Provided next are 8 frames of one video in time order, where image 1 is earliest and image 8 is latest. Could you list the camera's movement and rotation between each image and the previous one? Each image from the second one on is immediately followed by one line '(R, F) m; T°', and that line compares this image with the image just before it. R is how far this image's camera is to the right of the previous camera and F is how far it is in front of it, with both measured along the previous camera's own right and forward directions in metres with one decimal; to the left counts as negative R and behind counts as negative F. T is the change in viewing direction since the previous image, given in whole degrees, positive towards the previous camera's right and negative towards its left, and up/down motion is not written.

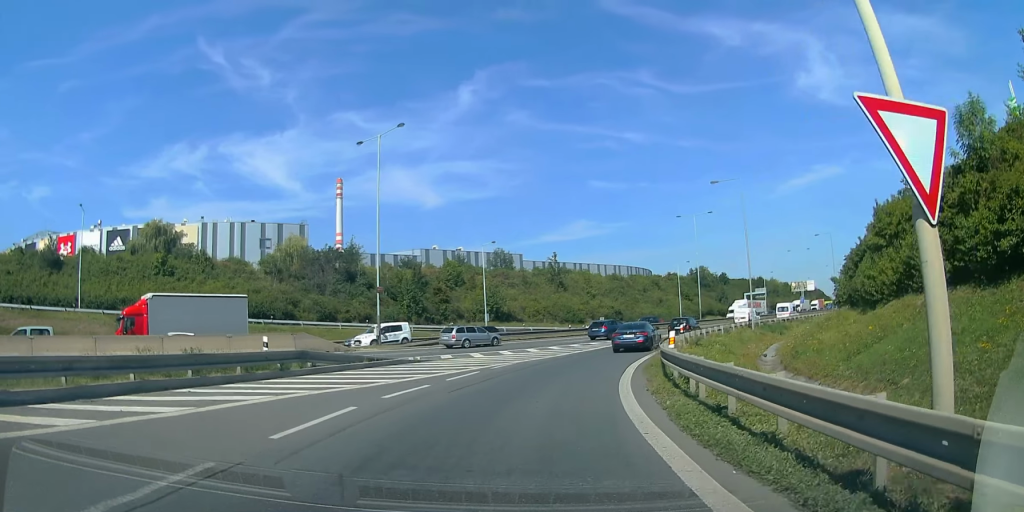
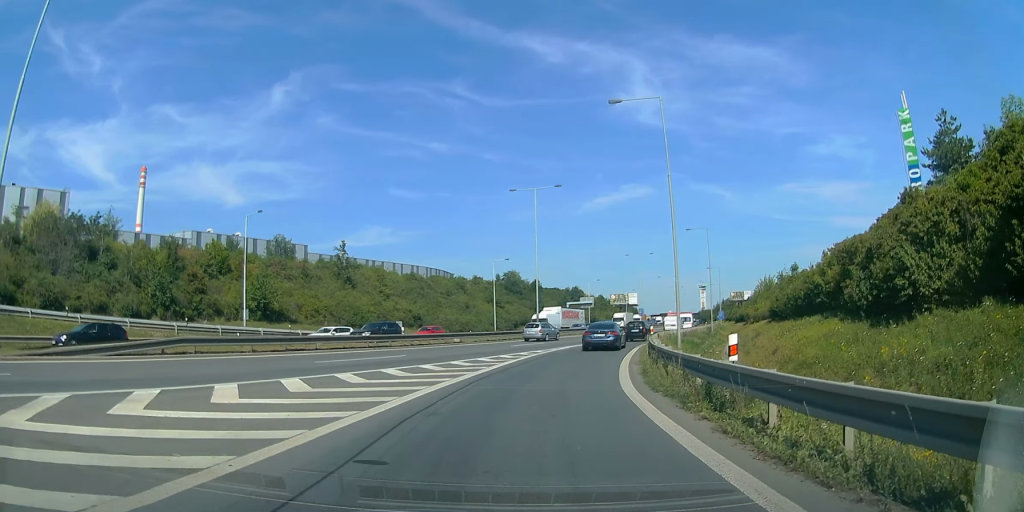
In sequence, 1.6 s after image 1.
(+3.8, +21.4) m; +19°
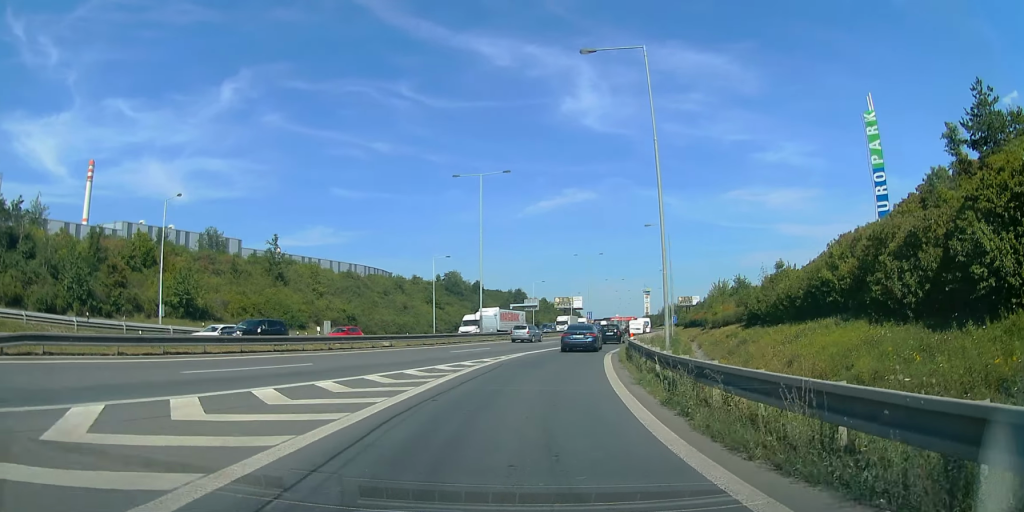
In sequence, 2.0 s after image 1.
(-0.3, +6.2) m; +6°
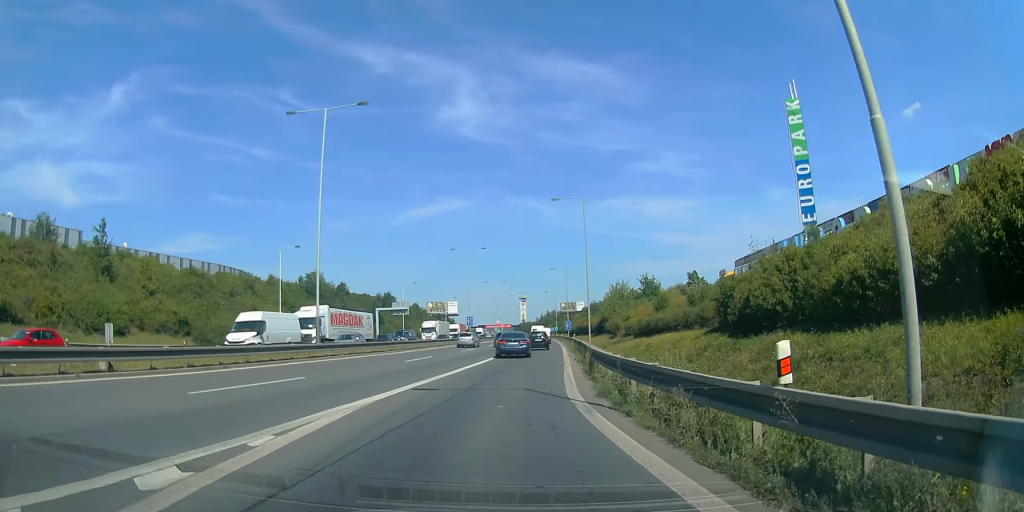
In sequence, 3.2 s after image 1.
(+2.8, +17.3) m; +11°
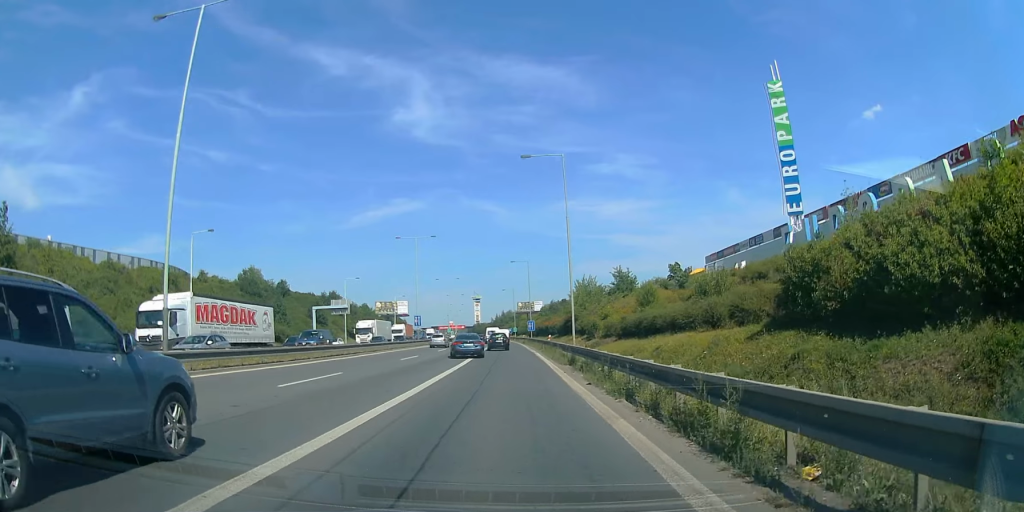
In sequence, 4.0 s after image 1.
(-0.2, +12.7) m; +6°
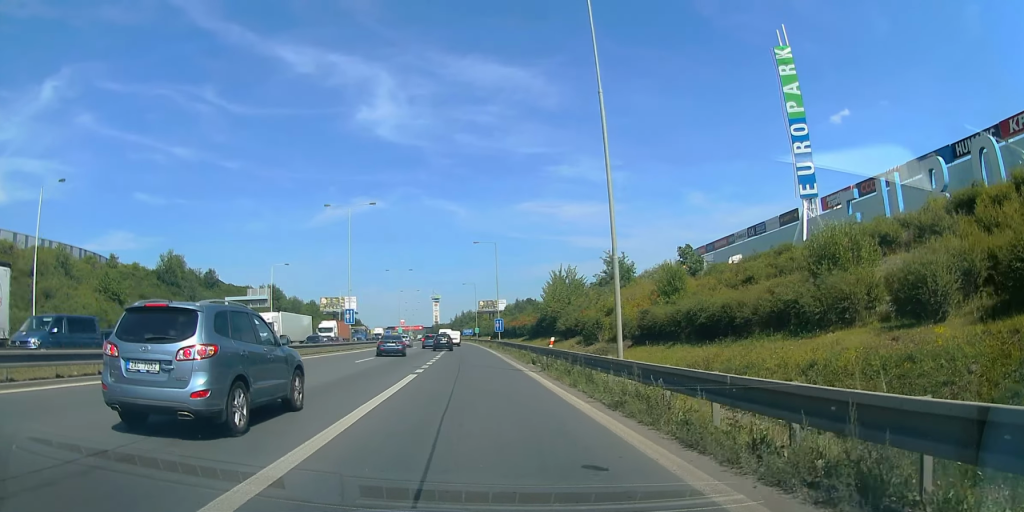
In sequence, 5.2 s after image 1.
(+1.9, +19.1) m; +4°
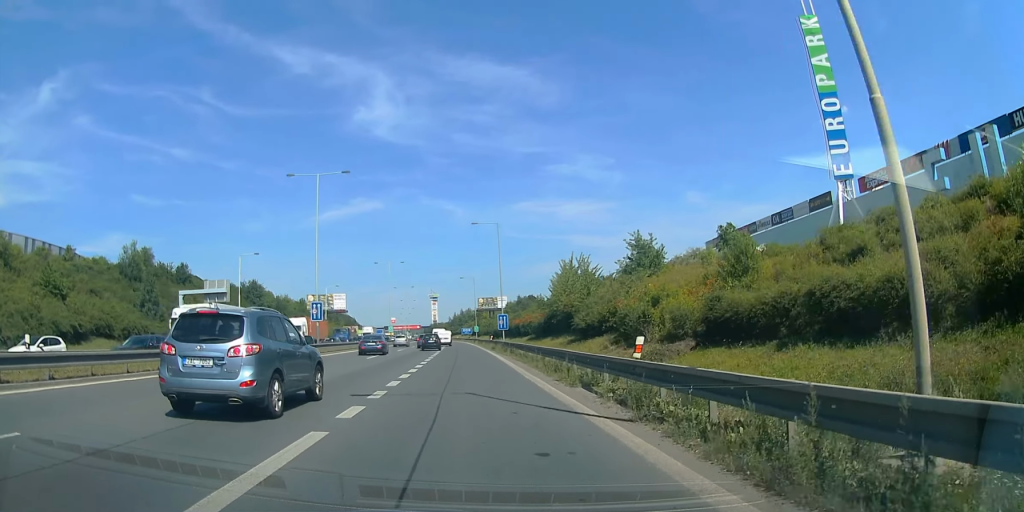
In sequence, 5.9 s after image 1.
(-0.6, +11.7) m; +1°
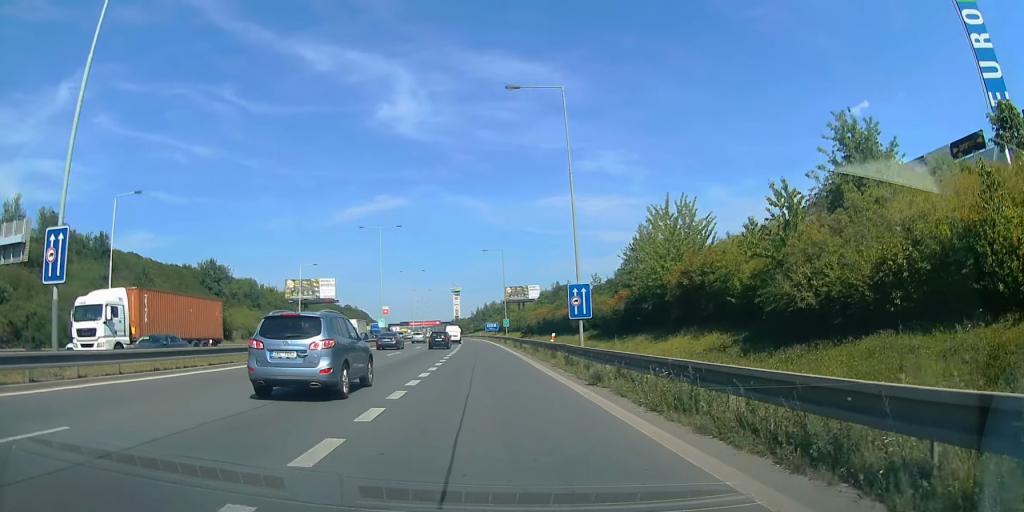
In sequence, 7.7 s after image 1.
(+0.9, +32.7) m; 0°
